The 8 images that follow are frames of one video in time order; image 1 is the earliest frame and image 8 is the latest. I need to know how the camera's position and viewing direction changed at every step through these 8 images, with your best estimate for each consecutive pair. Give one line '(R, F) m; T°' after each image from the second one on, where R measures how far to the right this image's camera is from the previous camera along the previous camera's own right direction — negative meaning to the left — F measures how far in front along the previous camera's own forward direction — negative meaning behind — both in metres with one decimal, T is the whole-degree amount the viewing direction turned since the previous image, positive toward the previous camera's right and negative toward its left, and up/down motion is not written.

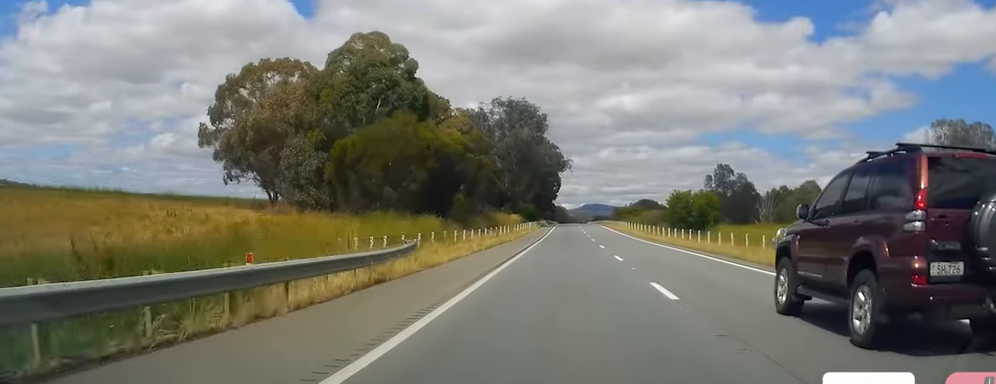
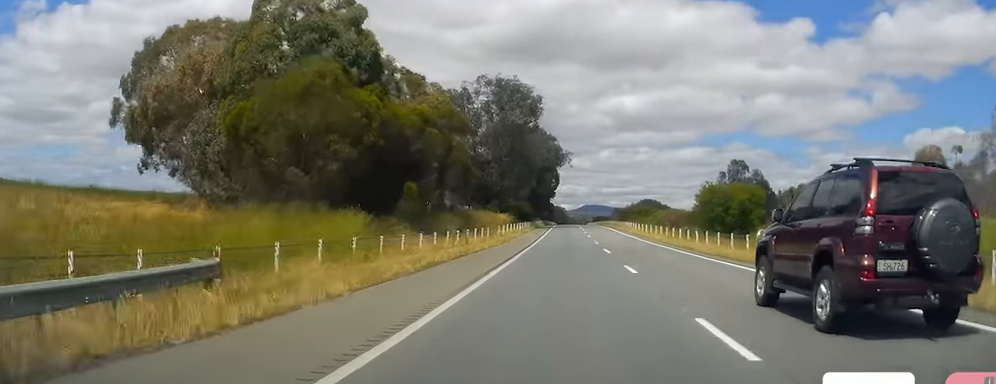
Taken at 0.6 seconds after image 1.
(-0.1, +17.2) m; 0°
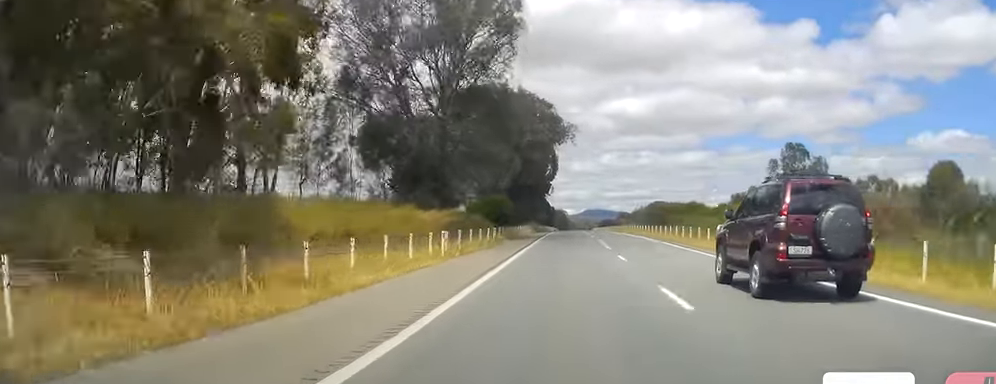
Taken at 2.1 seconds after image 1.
(+0.8, +44.0) m; 0°
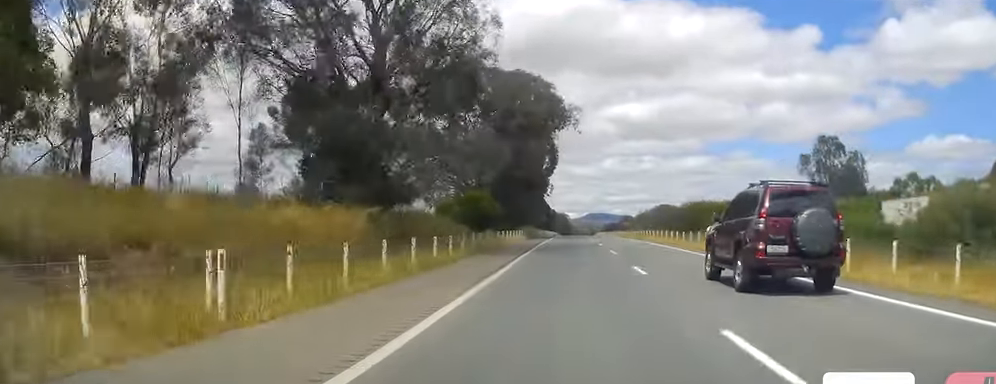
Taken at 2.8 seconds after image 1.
(-0.2, +18.1) m; 0°
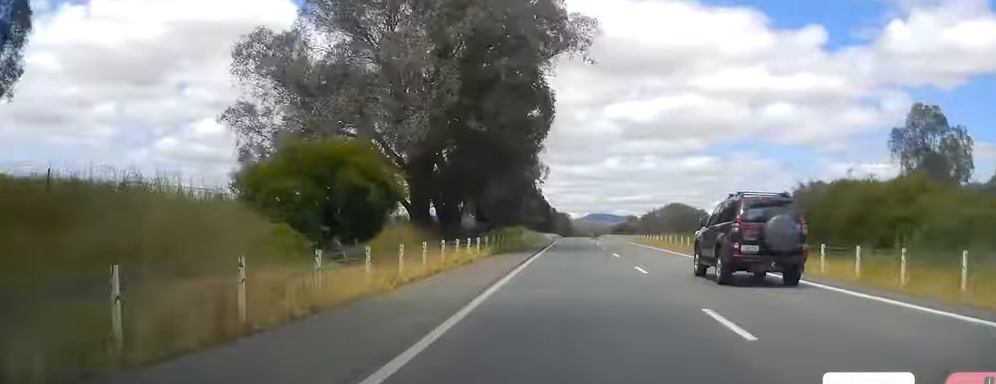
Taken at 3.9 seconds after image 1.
(+0.3, +33.3) m; +1°
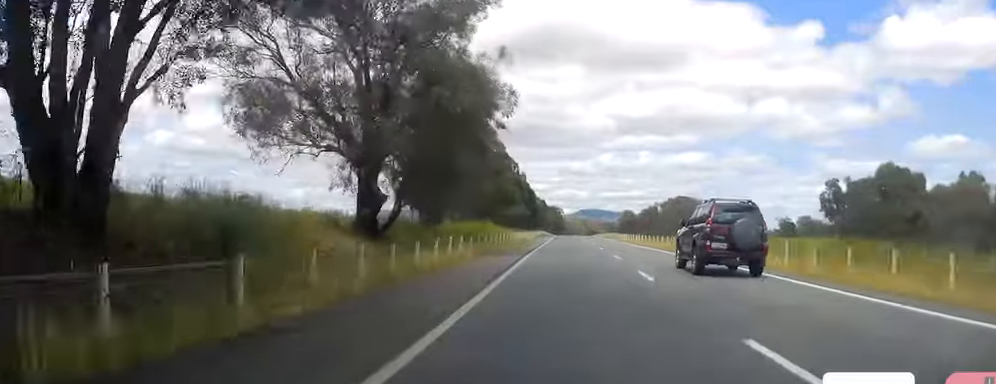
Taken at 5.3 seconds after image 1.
(0.0, +38.7) m; -2°
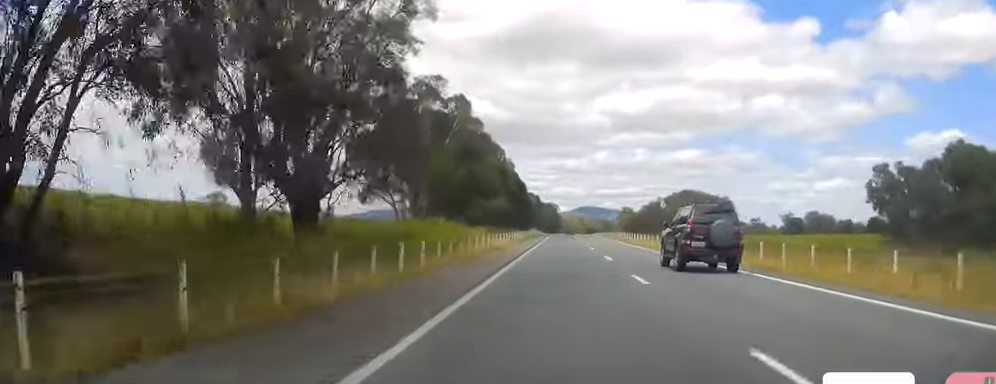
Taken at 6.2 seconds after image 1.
(-0.6, +24.4) m; 0°
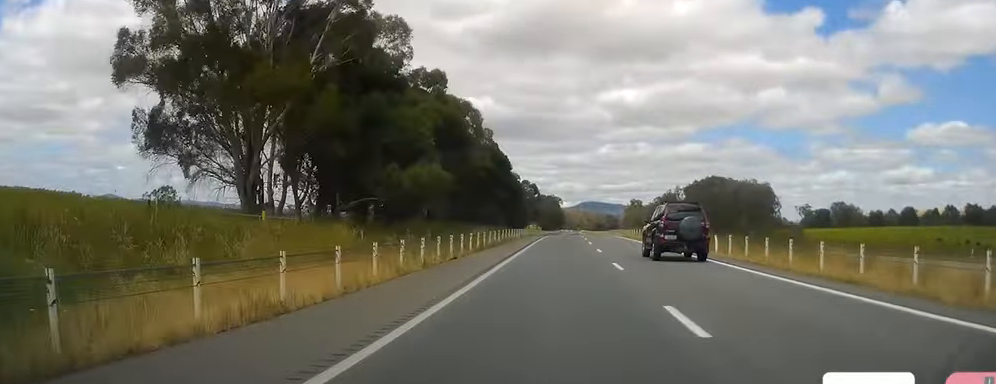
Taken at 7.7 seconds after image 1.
(+1.3, +43.3) m; +2°
